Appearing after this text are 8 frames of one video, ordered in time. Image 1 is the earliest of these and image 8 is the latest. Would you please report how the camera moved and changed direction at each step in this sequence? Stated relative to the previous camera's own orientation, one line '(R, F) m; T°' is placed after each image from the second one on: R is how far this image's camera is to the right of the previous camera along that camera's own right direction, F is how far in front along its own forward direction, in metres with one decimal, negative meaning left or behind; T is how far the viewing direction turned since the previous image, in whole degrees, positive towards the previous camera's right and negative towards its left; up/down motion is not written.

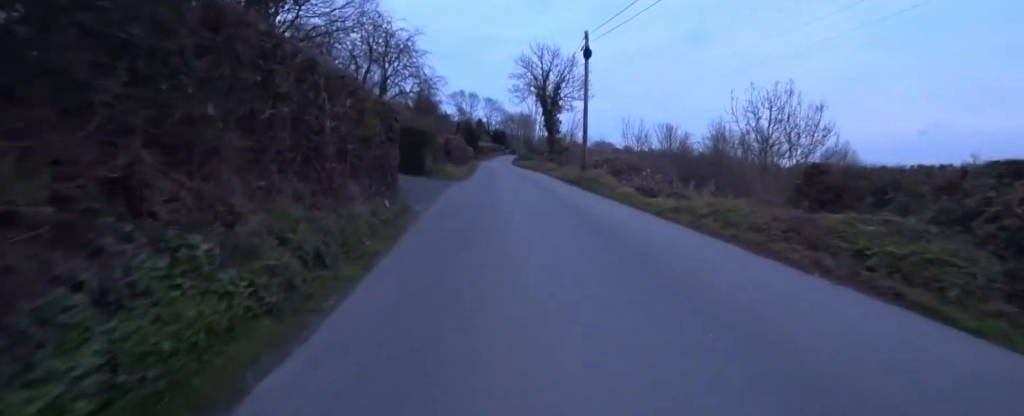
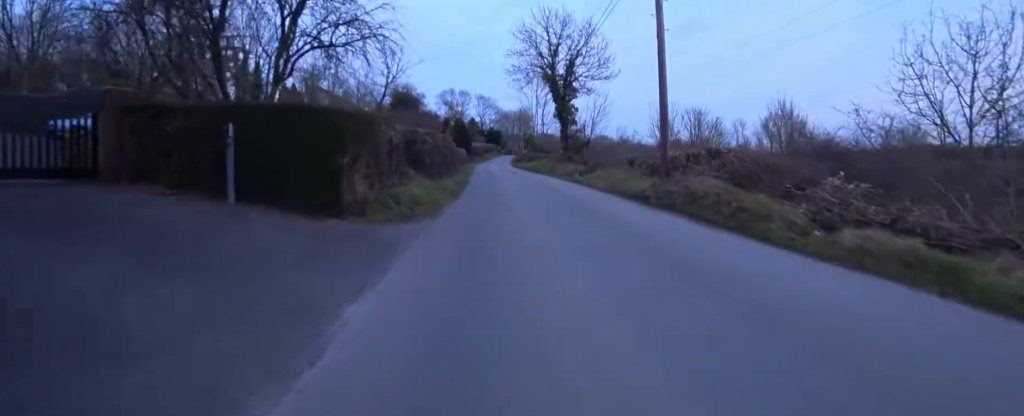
(+1.2, +9.2) m; +2°
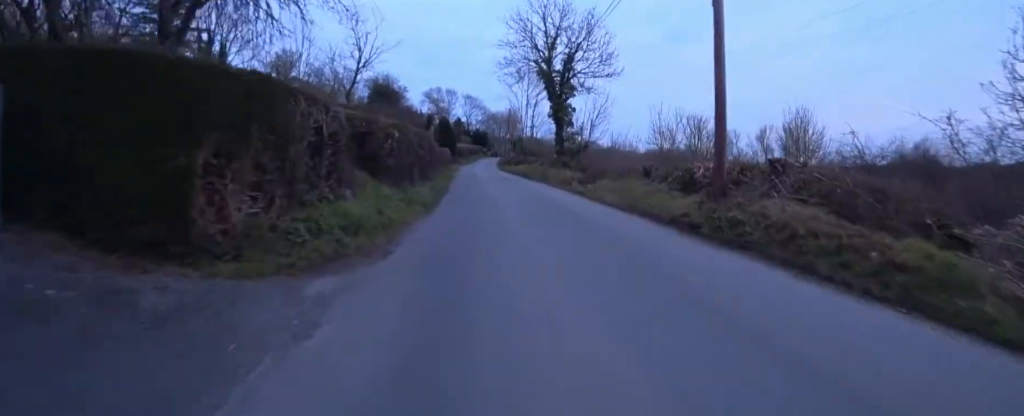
(0.0, +3.4) m; +6°
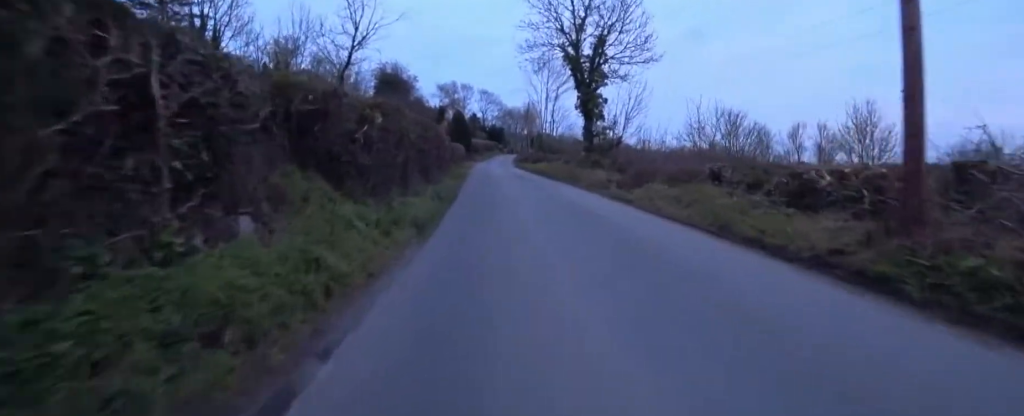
(+0.4, +3.6) m; +1°
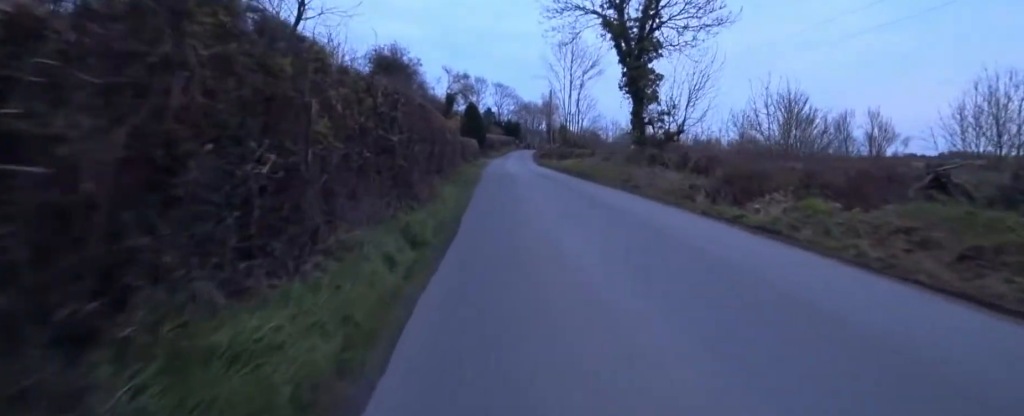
(-0.4, +6.2) m; -7°
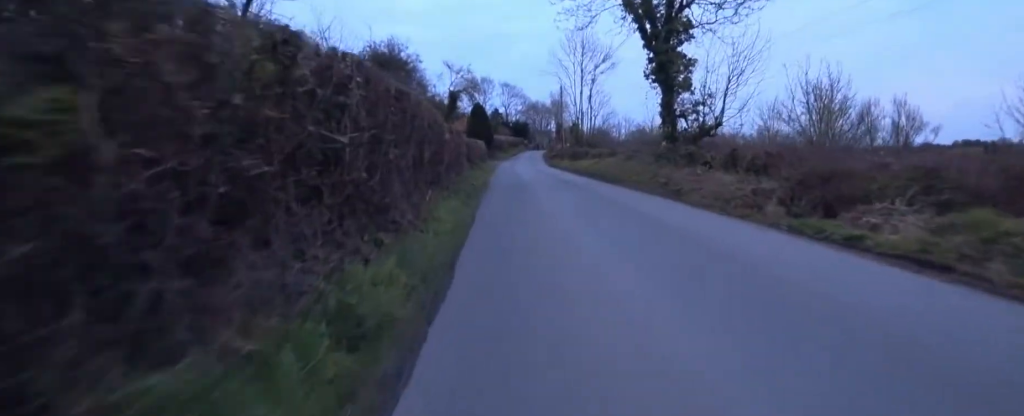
(0.0, +2.7) m; 0°
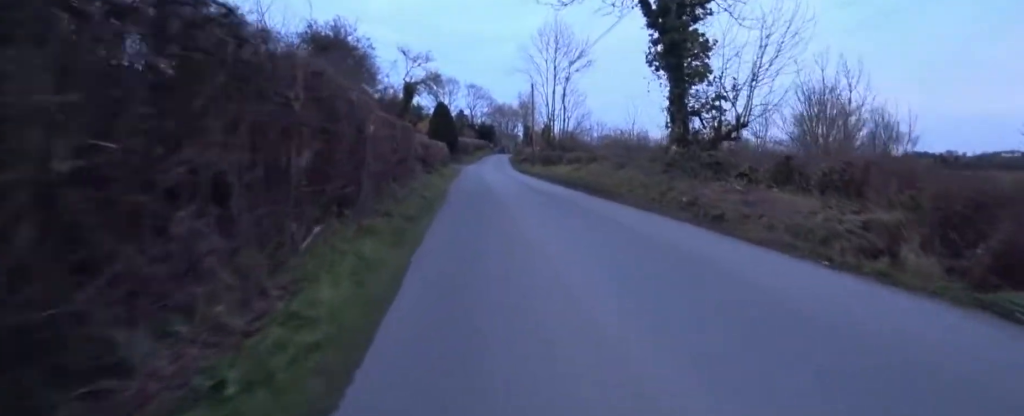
(0.0, +4.2) m; -5°
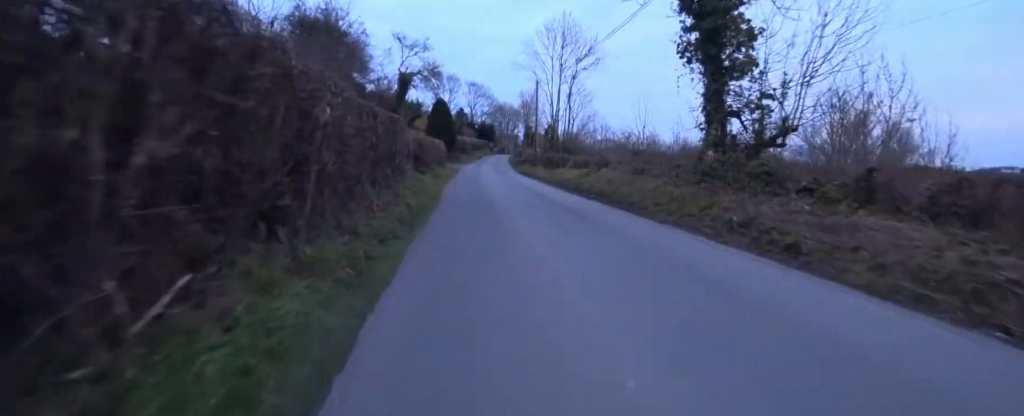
(+0.2, +2.1) m; -5°
